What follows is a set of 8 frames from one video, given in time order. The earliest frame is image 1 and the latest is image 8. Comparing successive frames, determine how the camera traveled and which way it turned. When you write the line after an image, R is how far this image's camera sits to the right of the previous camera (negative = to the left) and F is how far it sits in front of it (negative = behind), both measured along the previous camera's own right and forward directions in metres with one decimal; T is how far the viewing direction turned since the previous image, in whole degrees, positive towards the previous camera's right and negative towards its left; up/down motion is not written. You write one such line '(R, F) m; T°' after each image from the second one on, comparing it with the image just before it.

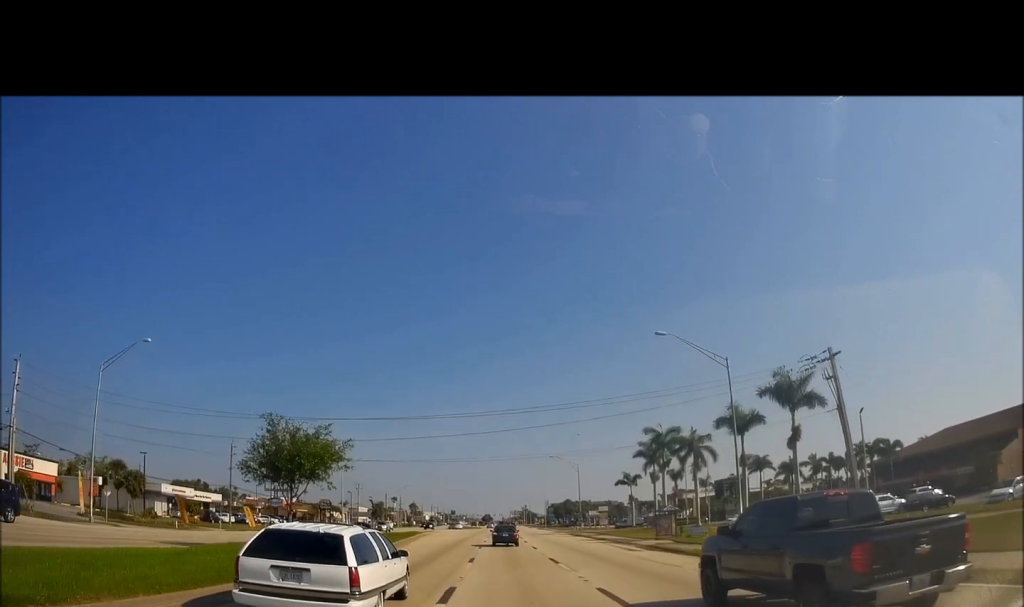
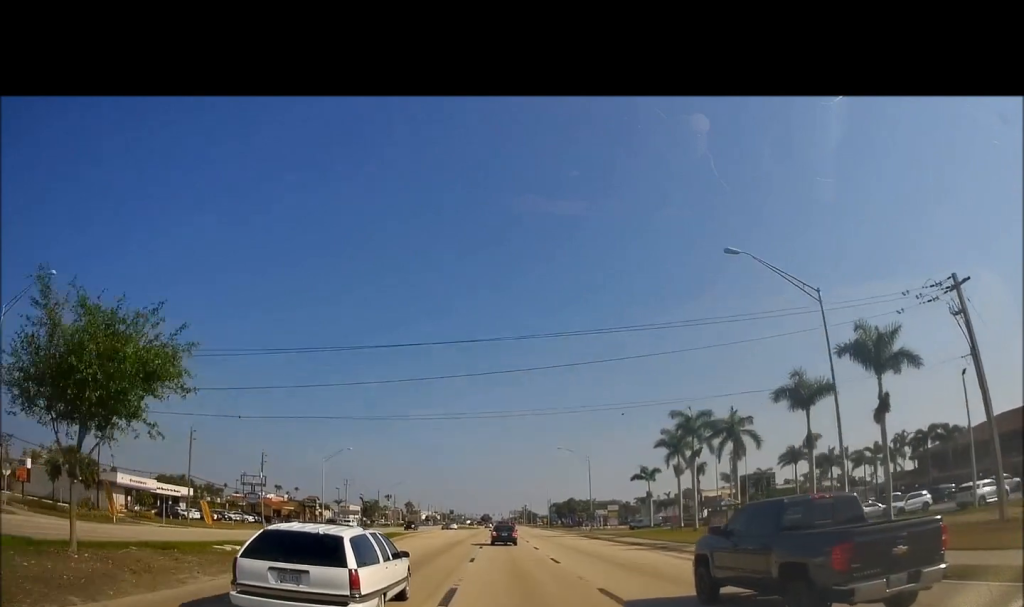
(-0.2, +12.8) m; 0°
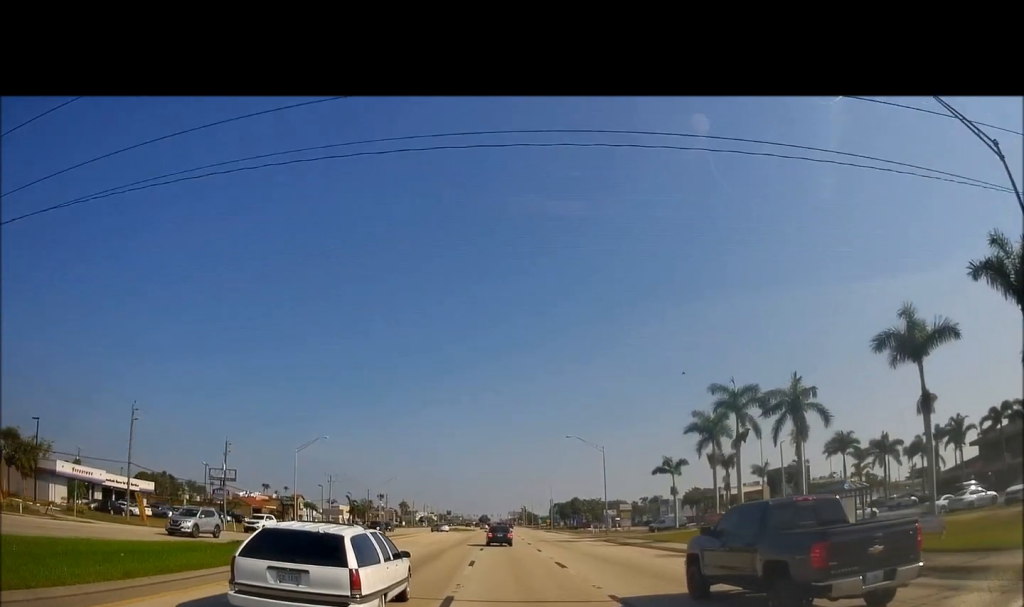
(+0.3, +13.9) m; +1°
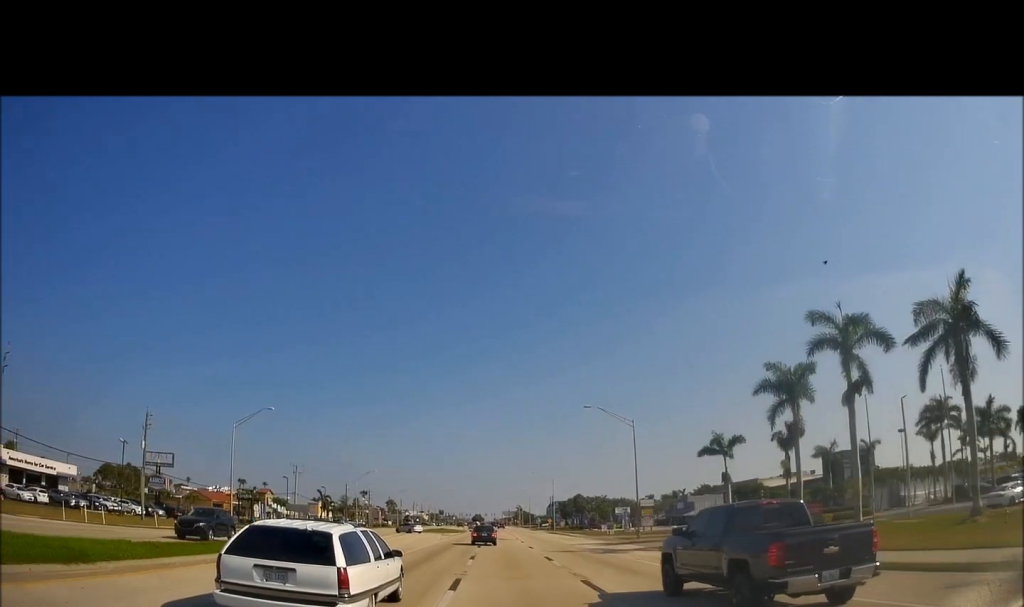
(+0.1, +20.6) m; -1°
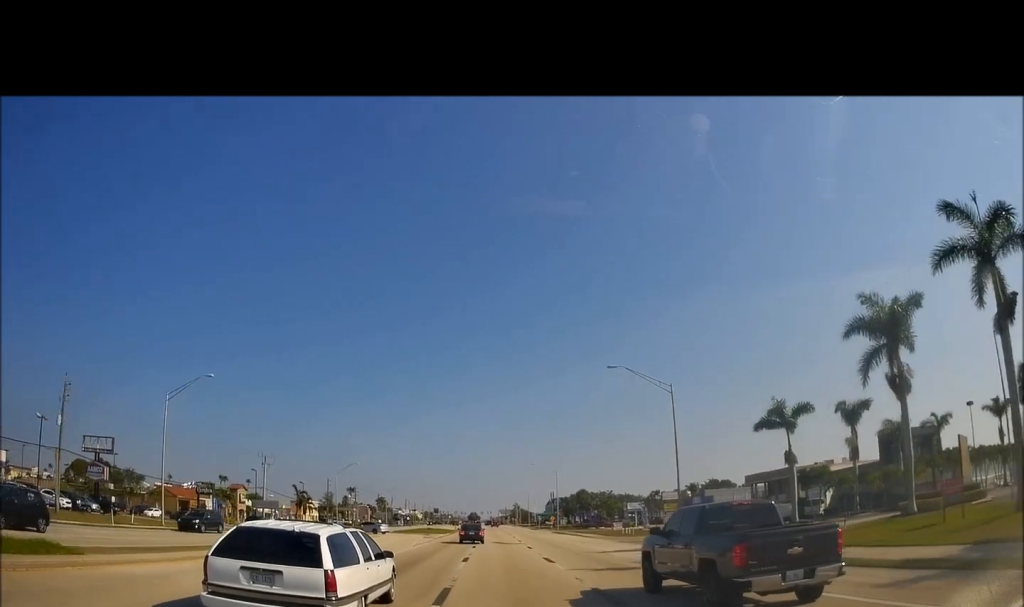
(-0.4, +14.8) m; 0°
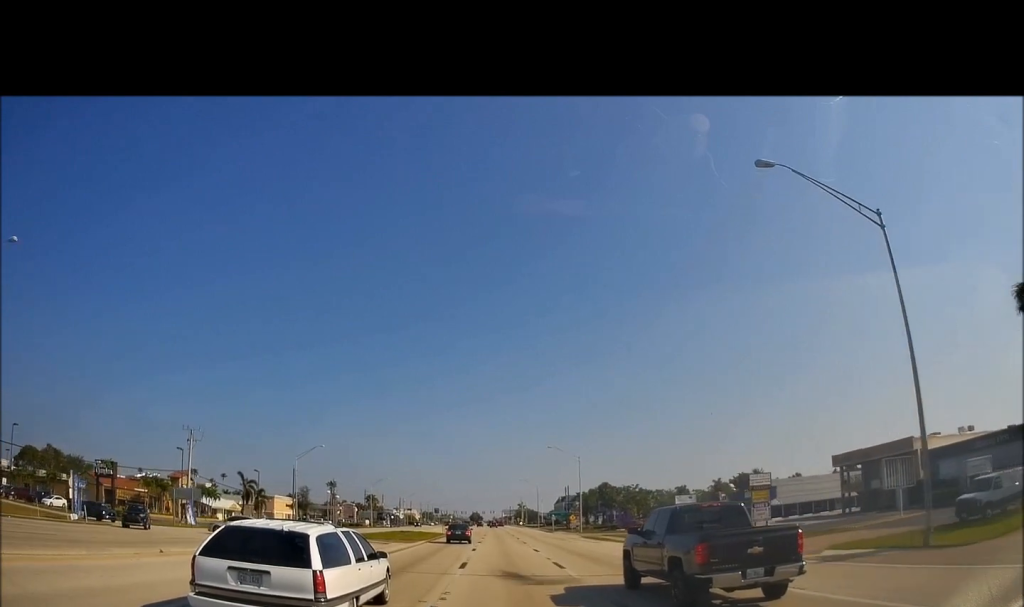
(+0.5, +28.0) m; +2°
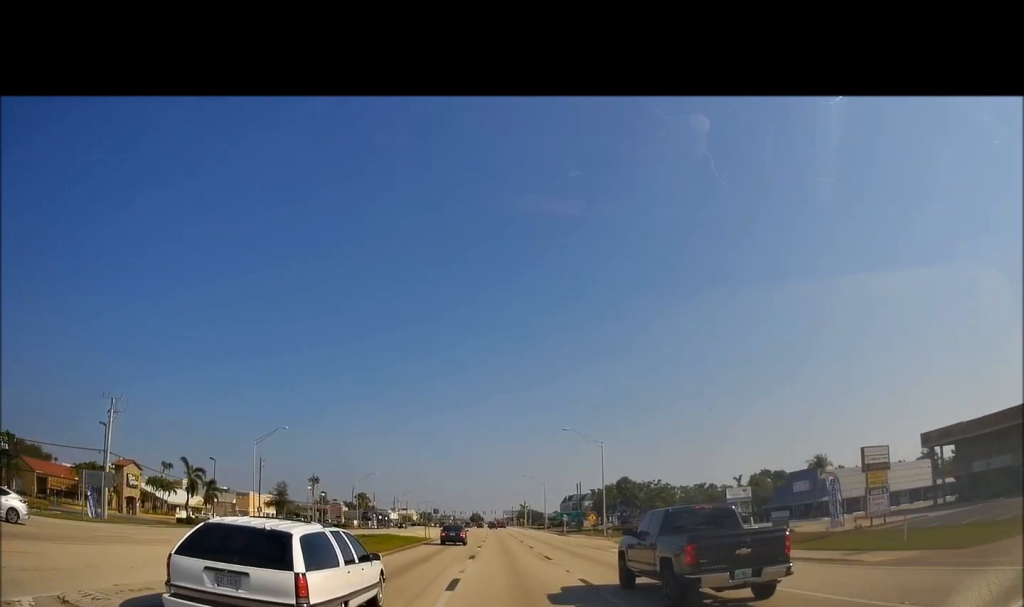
(0.0, +18.6) m; 0°
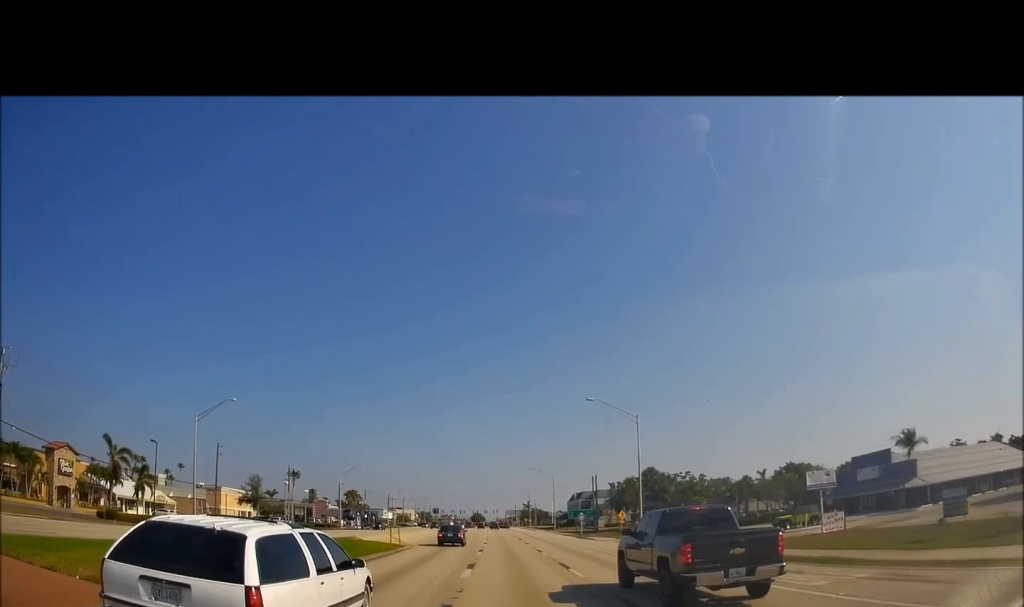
(0.0, +17.7) m; 0°
